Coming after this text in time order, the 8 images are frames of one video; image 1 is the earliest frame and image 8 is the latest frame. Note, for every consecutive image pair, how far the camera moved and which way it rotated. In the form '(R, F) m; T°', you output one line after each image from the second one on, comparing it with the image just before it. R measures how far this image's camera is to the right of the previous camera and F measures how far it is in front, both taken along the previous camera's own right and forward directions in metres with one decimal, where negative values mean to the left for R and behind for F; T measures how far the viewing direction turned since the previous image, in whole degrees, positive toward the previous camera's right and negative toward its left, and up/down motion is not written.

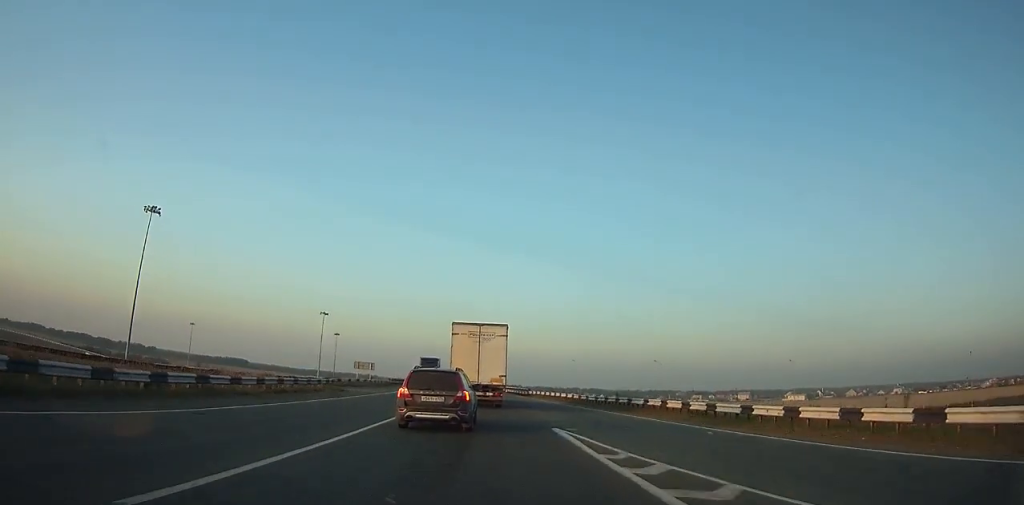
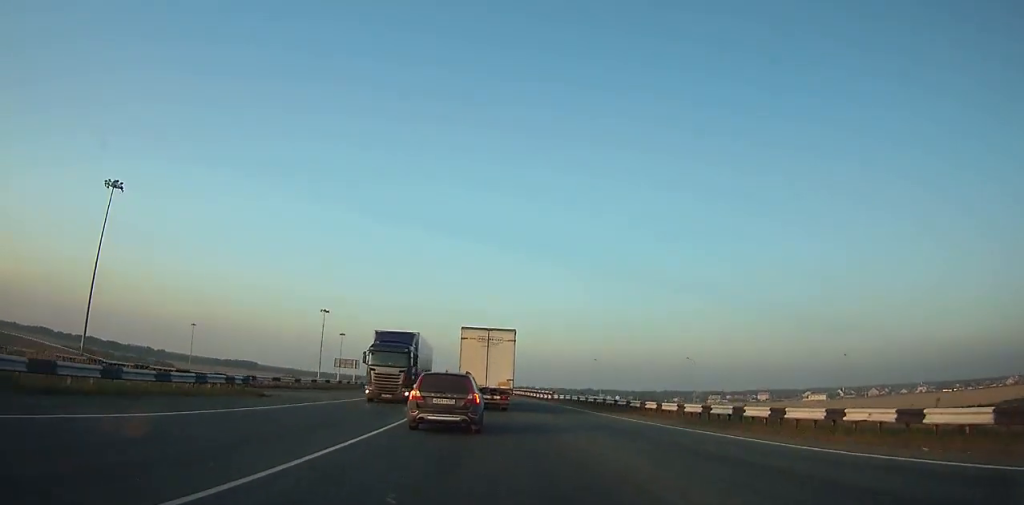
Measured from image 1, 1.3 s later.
(-0.1, +16.5) m; -1°
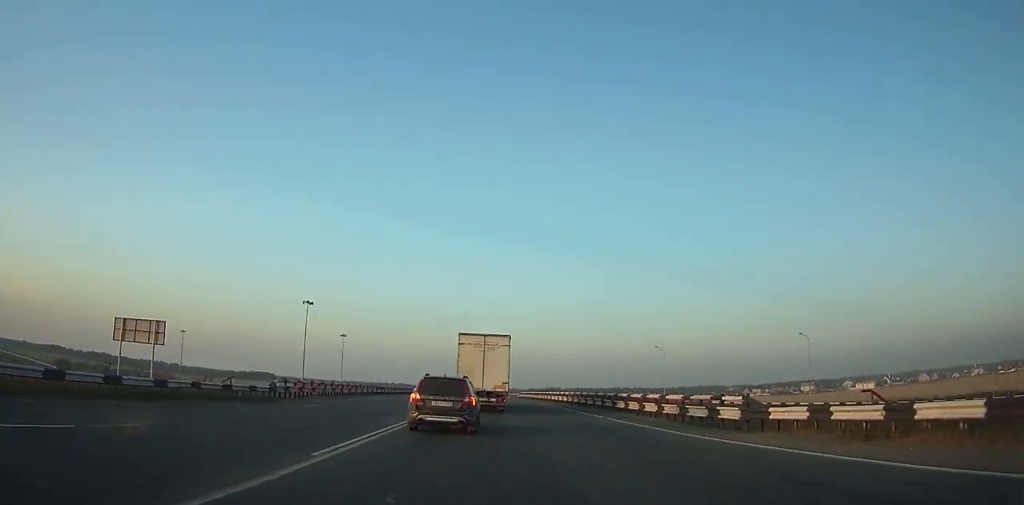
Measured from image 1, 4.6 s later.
(-1.1, +43.6) m; -2°
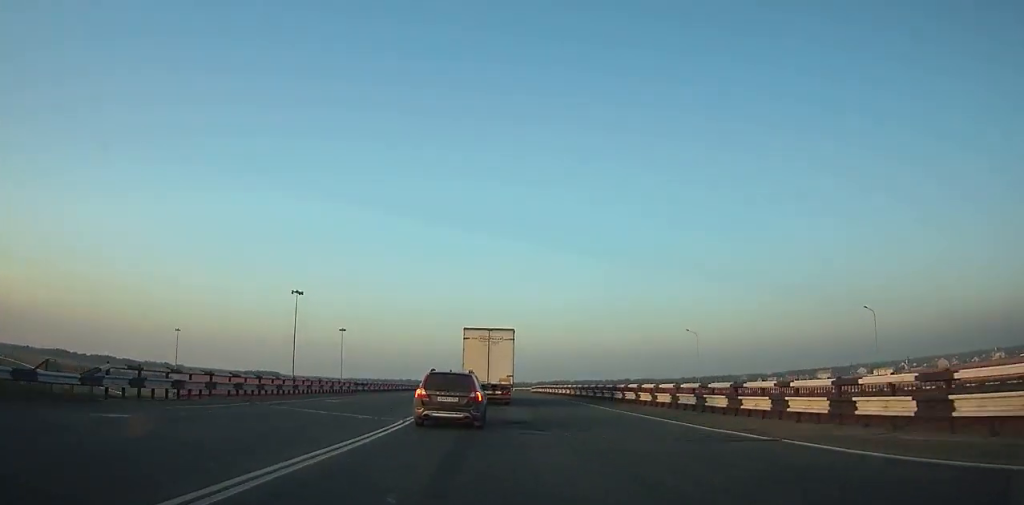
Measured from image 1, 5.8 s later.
(-0.2, +16.5) m; -1°
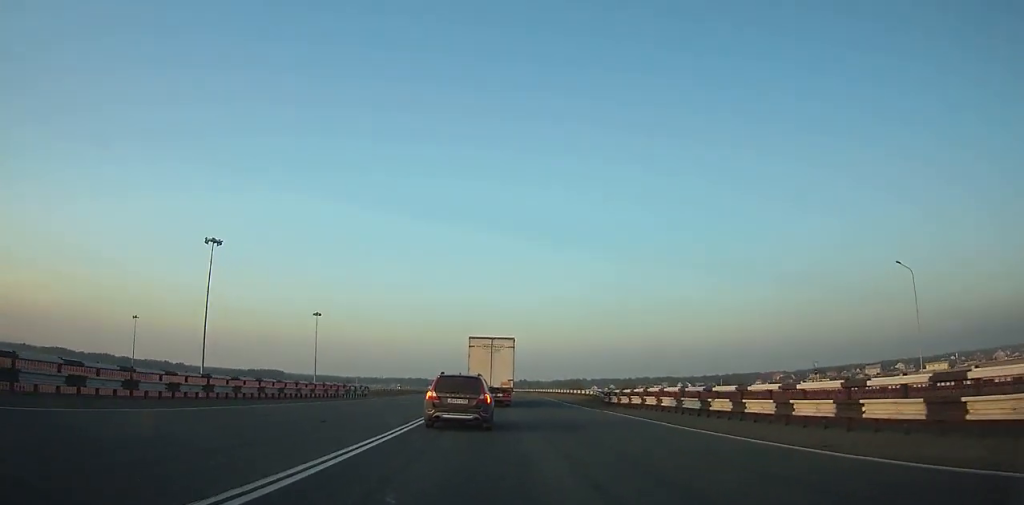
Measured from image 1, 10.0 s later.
(-0.8, +59.7) m; -1°
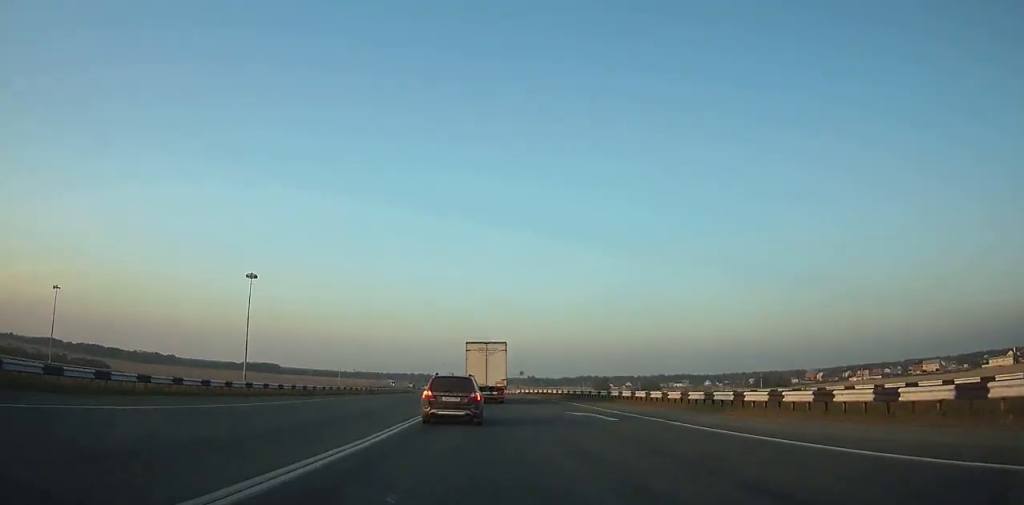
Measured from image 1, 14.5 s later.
(-0.4, +69.6) m; -1°
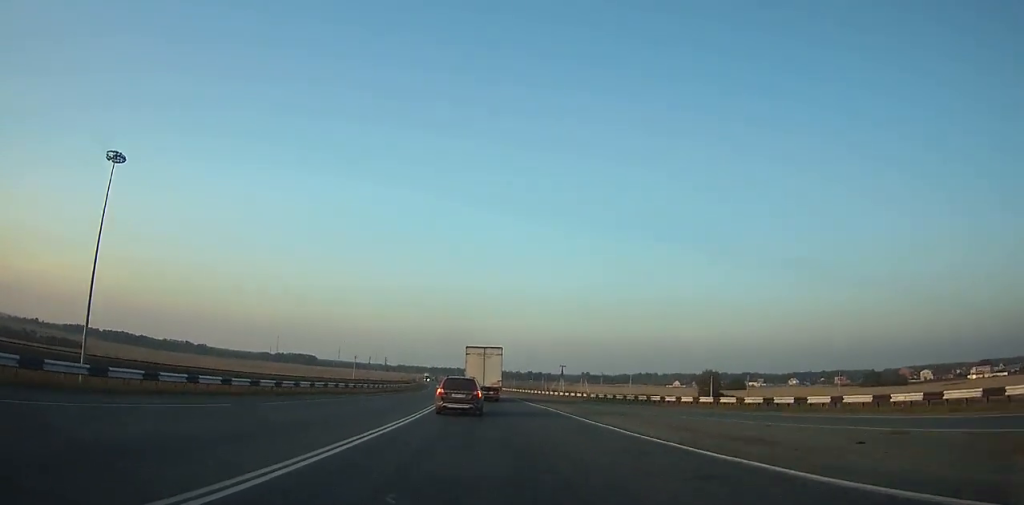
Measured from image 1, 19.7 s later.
(-2.4, +86.3) m; -4°
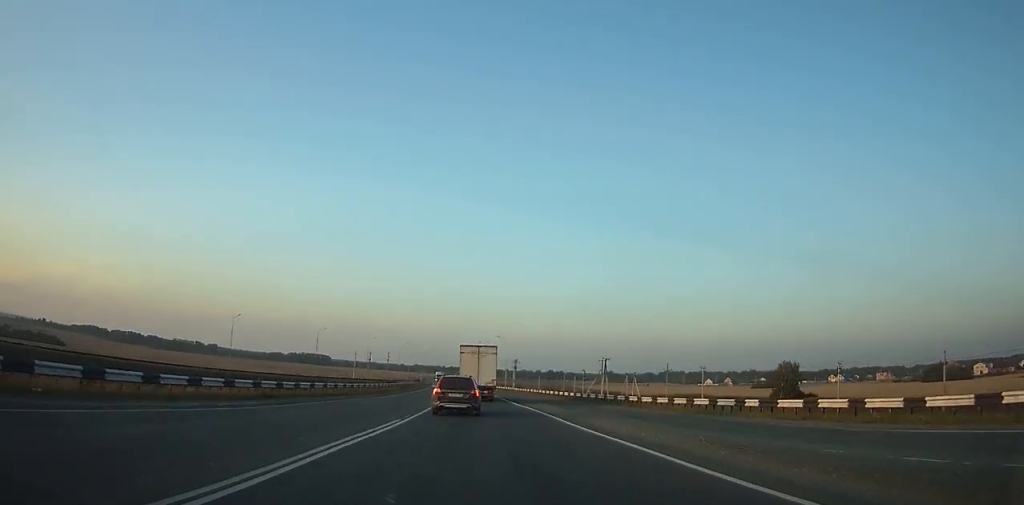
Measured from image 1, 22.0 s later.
(-0.5, +40.2) m; -2°
